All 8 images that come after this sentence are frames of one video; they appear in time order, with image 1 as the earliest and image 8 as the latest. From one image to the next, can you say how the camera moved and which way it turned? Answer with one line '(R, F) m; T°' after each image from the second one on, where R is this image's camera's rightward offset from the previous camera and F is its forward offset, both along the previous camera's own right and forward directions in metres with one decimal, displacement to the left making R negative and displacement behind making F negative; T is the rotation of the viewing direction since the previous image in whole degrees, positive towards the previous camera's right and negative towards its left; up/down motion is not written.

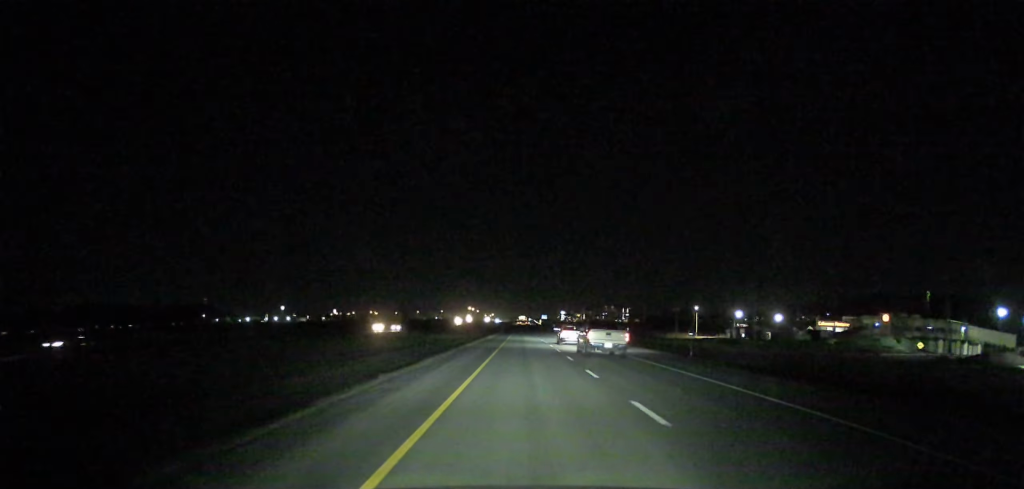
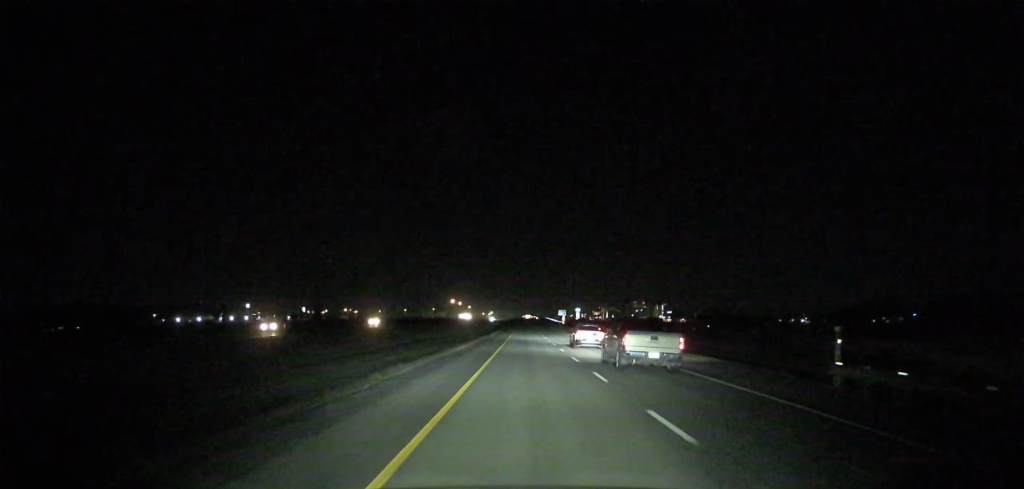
(0.0, +224.5) m; 0°
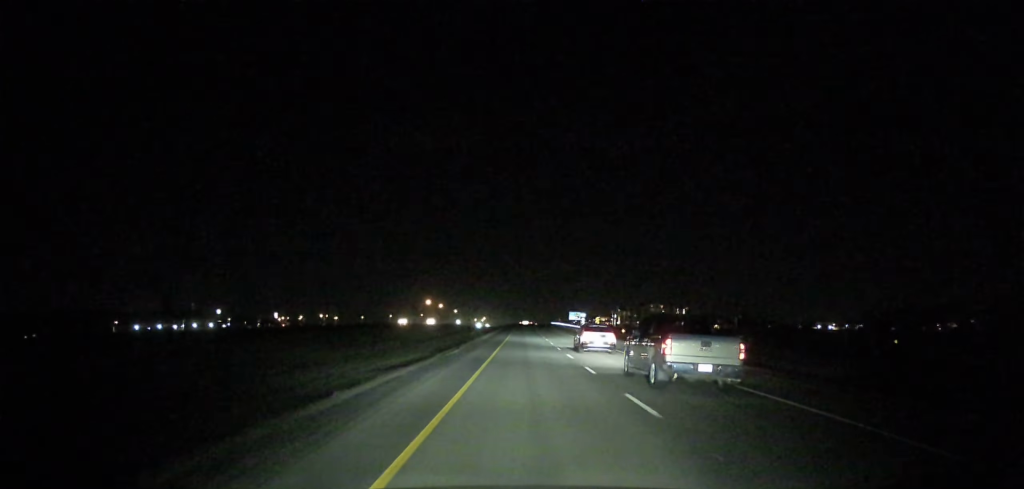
(0.0, +122.0) m; 0°
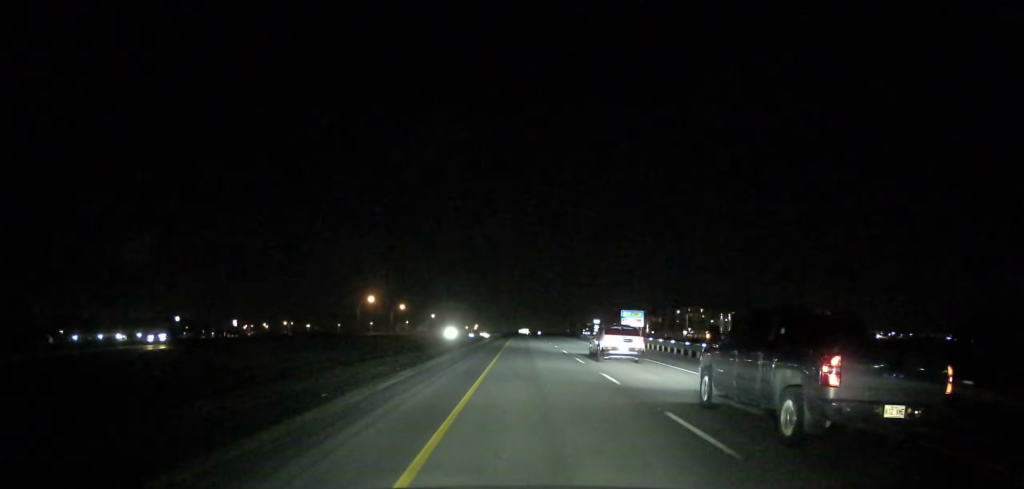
(+0.1, +120.6) m; 0°
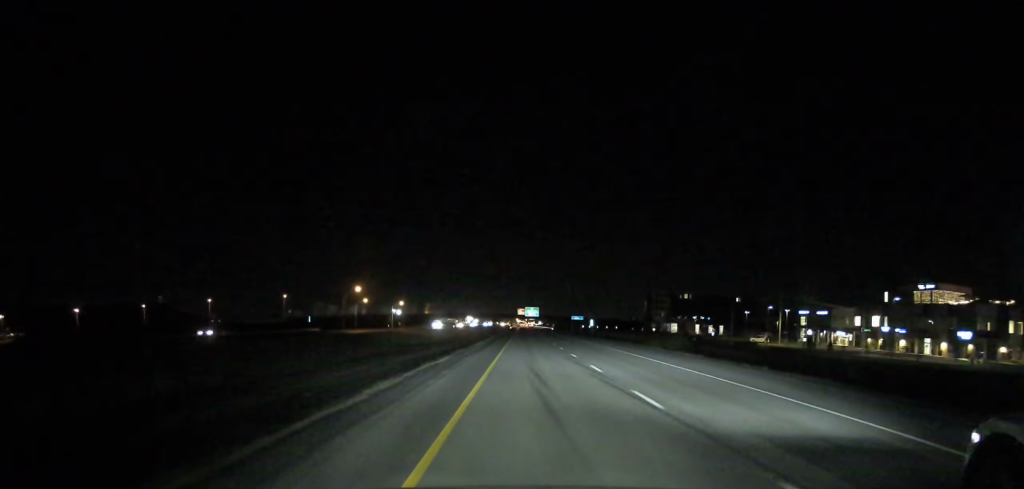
(+0.7, +420.3) m; 0°
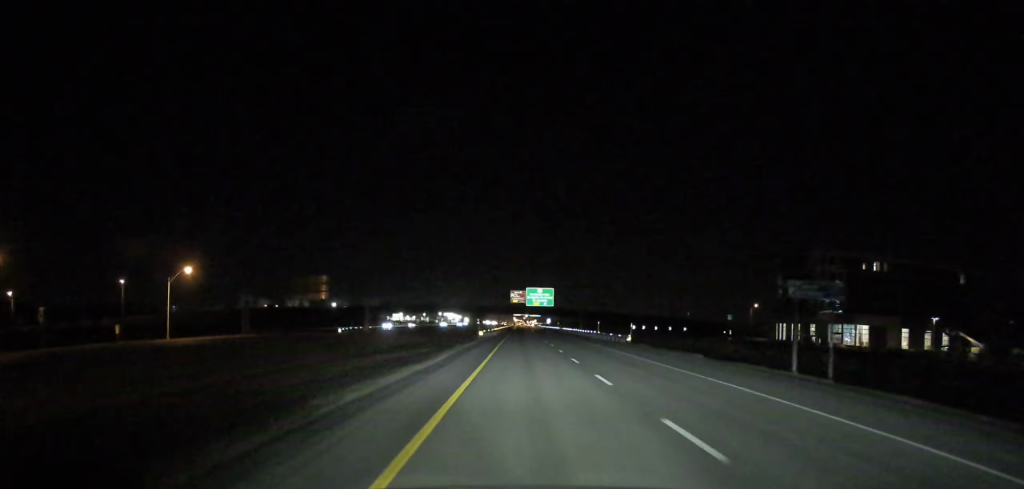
(+0.4, +162.7) m; 0°
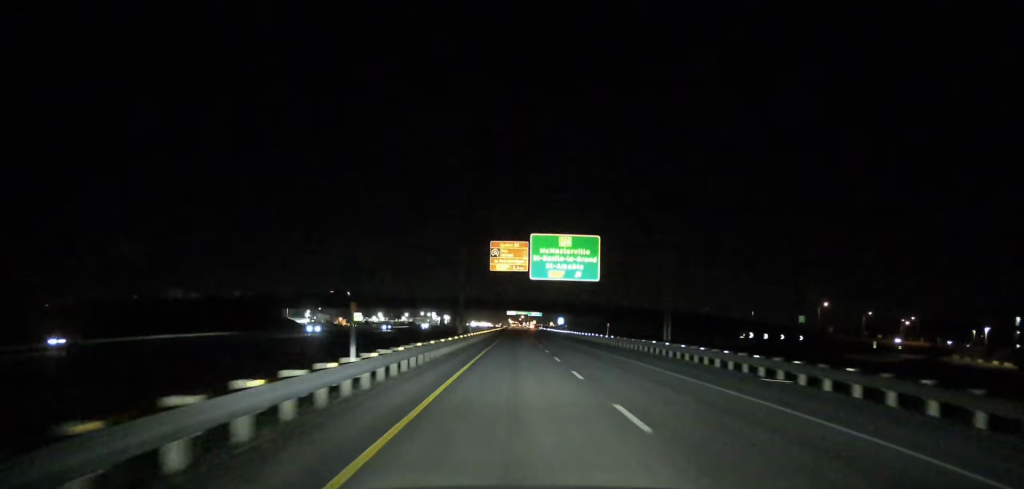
(+0.3, +104.7) m; 0°
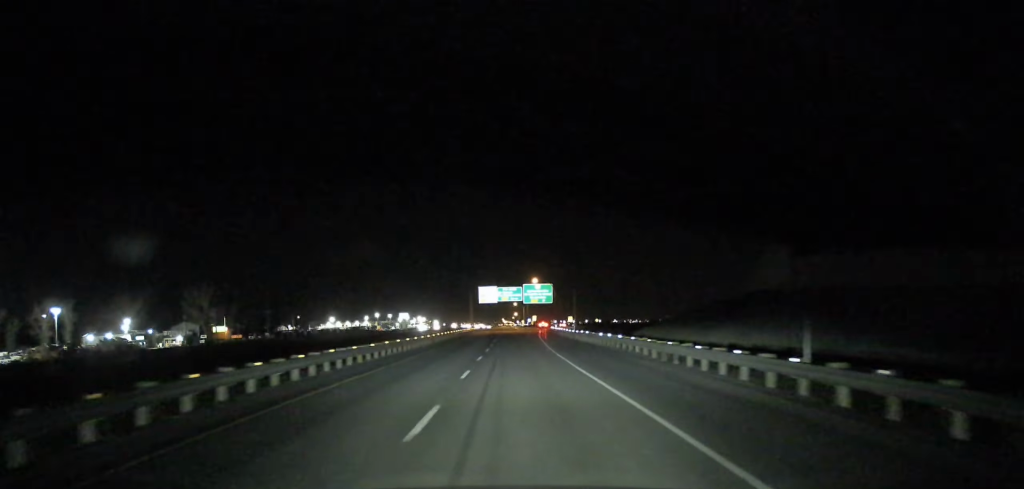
(+0.2, +167.2) m; -1°
